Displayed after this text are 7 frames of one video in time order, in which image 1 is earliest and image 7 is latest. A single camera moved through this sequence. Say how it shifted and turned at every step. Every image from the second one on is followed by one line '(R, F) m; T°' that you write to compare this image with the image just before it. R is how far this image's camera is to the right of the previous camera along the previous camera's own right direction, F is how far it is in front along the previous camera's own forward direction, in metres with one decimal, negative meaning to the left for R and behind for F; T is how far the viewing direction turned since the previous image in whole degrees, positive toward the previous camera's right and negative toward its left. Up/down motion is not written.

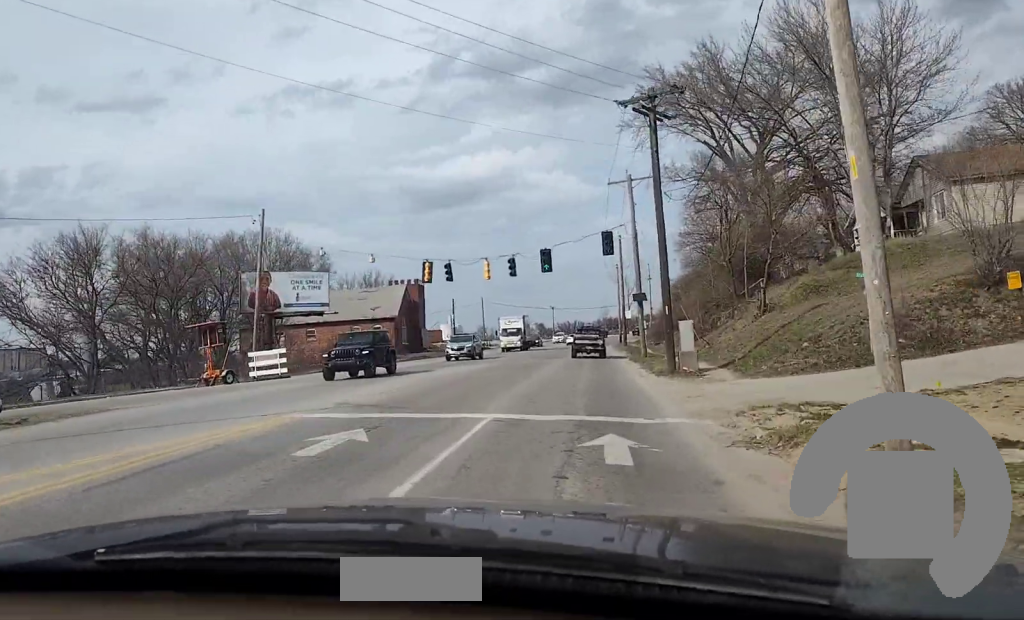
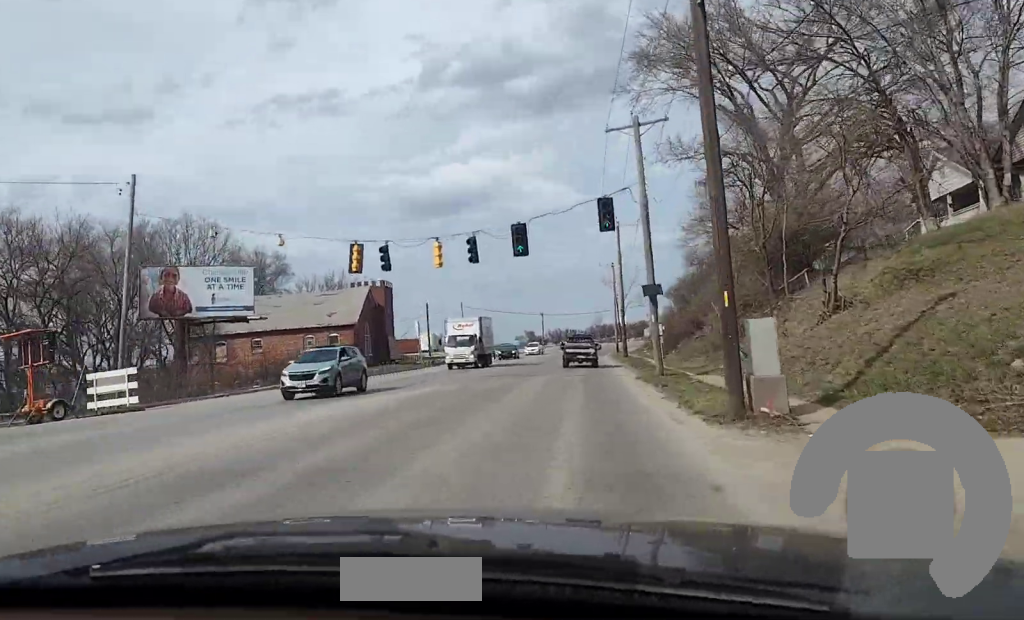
(0.0, +14.1) m; 0°
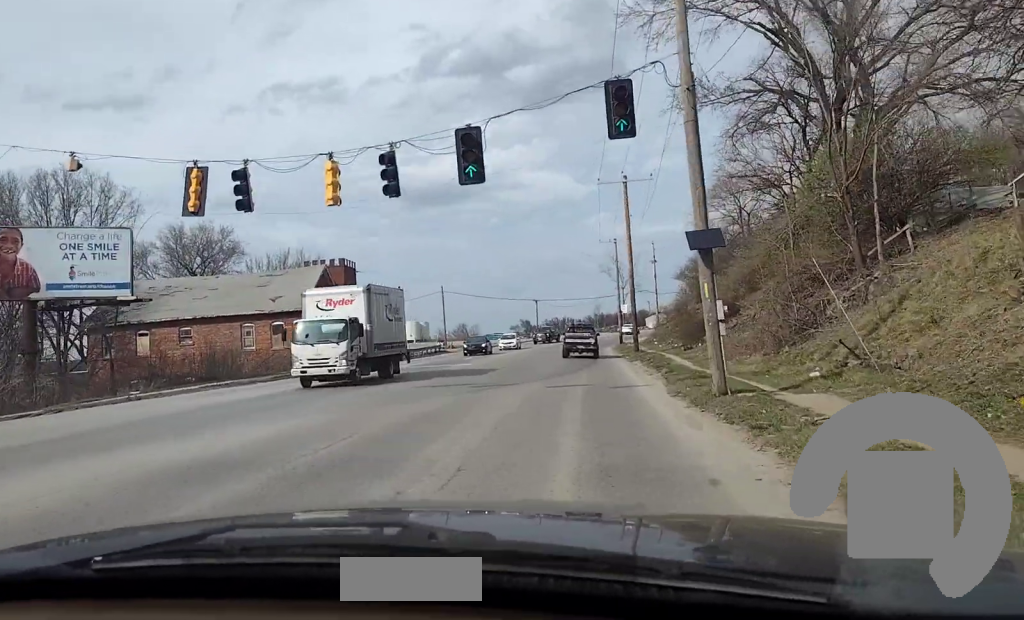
(+0.1, +14.6) m; 0°
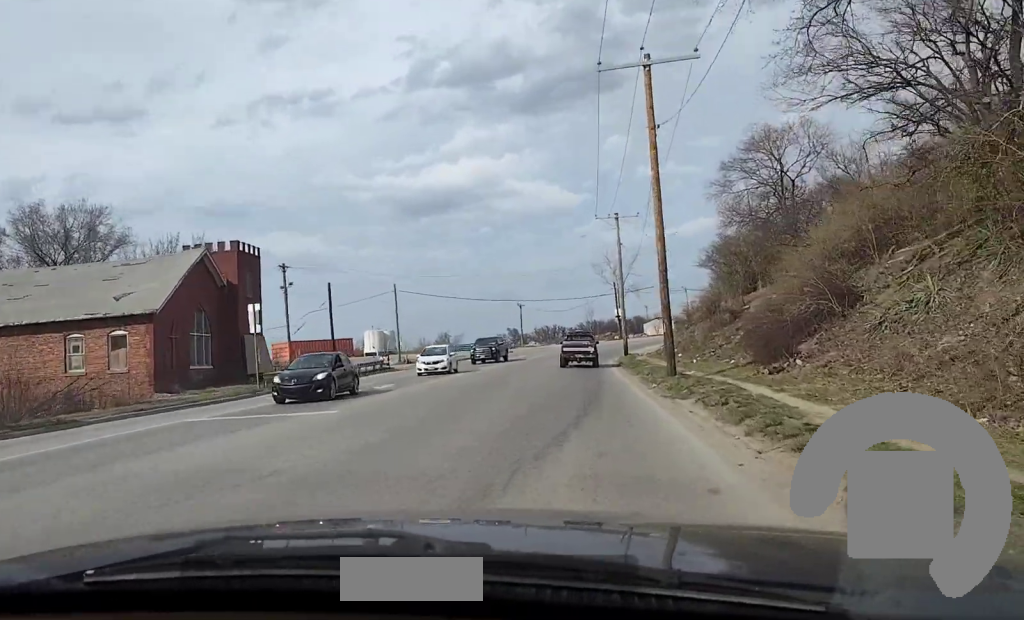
(+0.1, +21.9) m; +1°
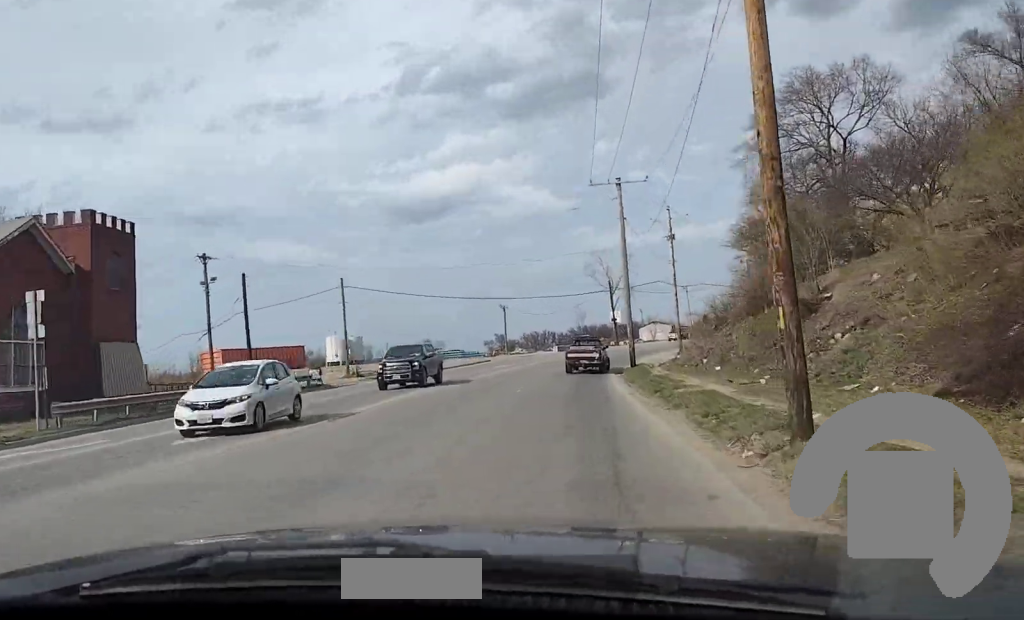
(+0.1, +15.4) m; 0°
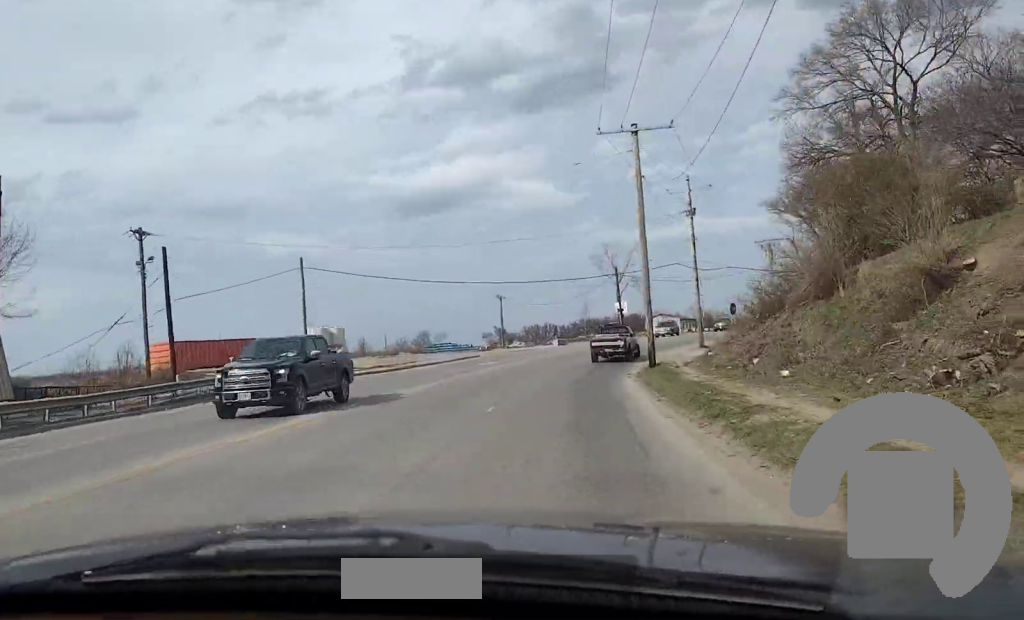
(-0.1, +9.6) m; 0°
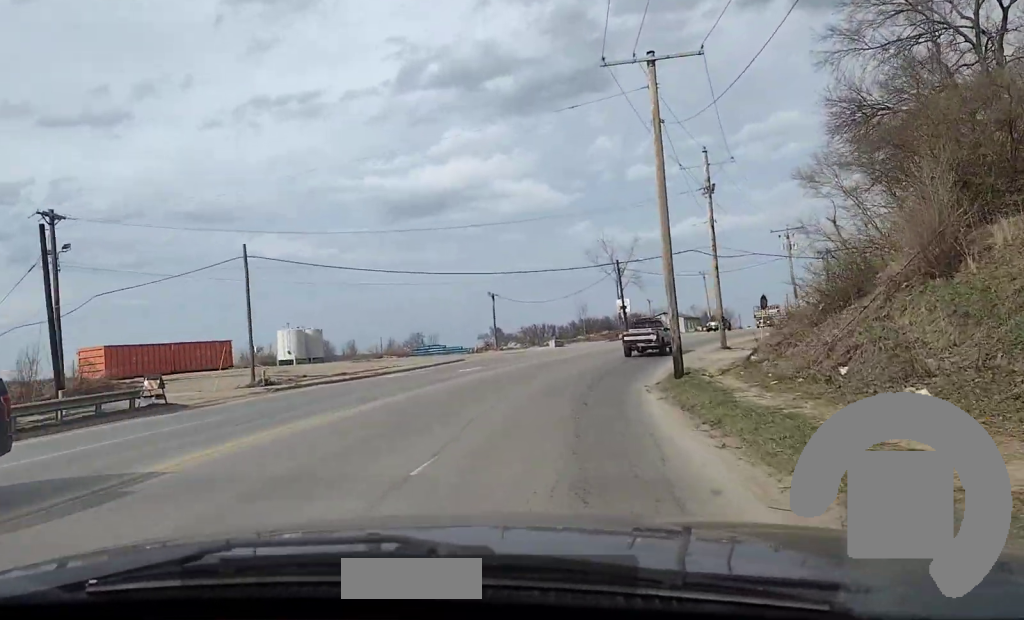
(0.0, +9.1) m; +1°
